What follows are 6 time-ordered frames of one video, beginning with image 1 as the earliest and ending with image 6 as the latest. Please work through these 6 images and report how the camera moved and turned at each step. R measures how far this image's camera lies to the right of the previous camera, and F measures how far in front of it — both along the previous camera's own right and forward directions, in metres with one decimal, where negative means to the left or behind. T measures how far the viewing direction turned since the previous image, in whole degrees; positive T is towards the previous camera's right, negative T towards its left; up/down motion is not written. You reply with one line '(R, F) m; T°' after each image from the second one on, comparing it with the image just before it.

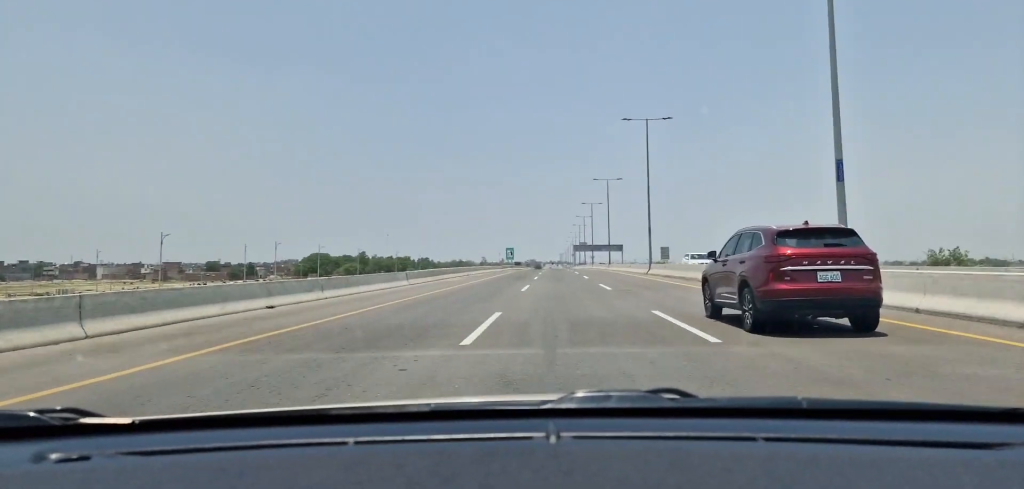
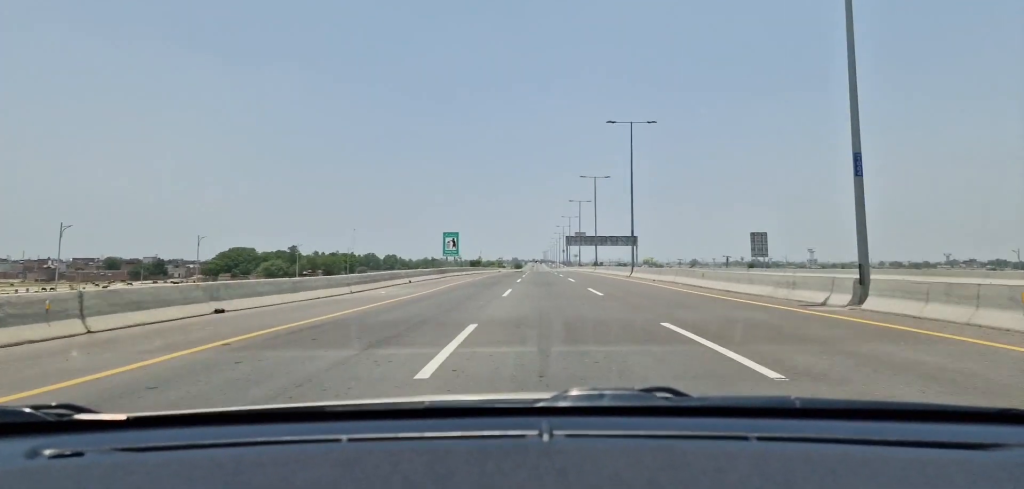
(+1.4, +89.2) m; +1°
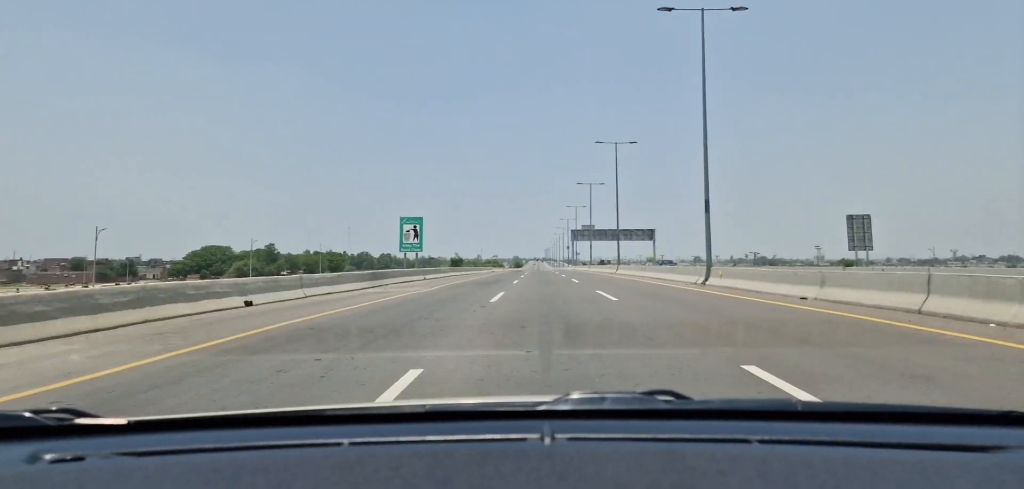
(0.0, +27.7) m; 0°
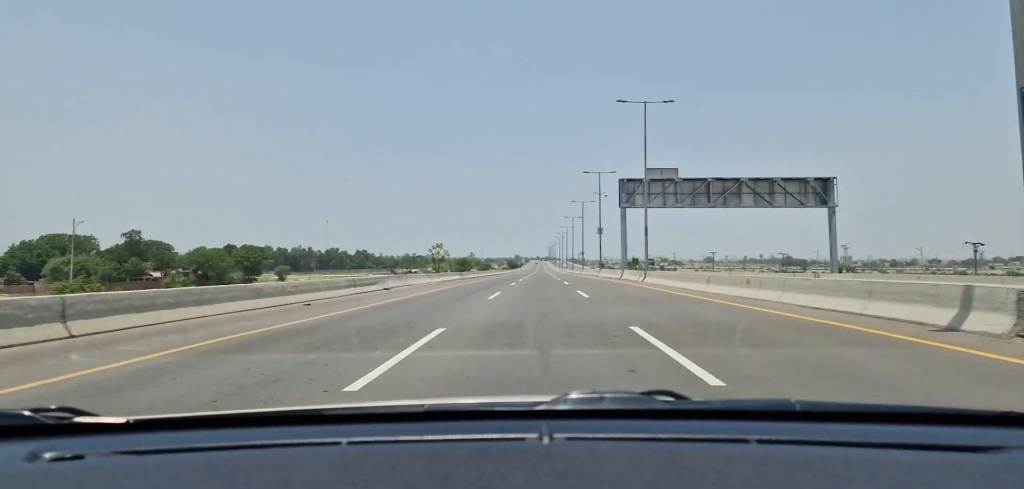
(0.0, +41.9) m; 0°
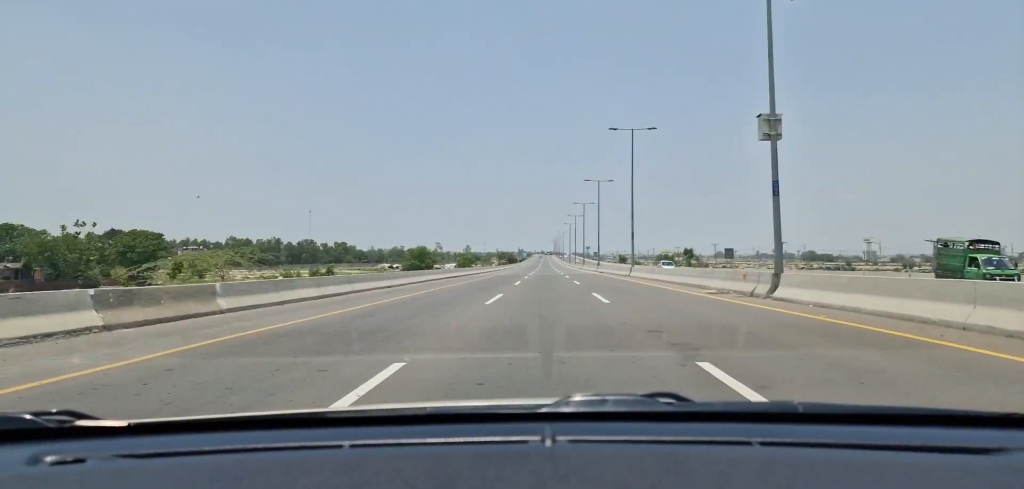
(0.0, +62.0) m; 0°
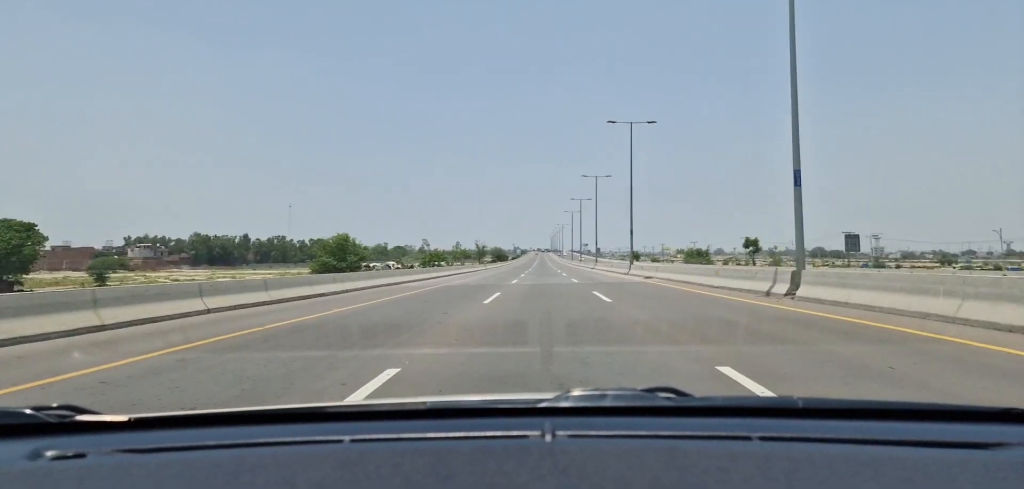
(0.0, +38.4) m; 0°
